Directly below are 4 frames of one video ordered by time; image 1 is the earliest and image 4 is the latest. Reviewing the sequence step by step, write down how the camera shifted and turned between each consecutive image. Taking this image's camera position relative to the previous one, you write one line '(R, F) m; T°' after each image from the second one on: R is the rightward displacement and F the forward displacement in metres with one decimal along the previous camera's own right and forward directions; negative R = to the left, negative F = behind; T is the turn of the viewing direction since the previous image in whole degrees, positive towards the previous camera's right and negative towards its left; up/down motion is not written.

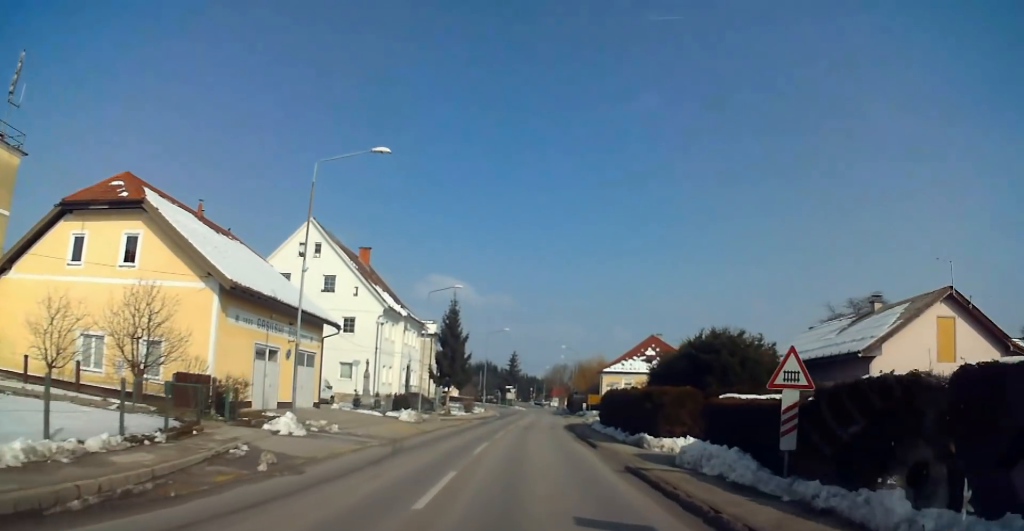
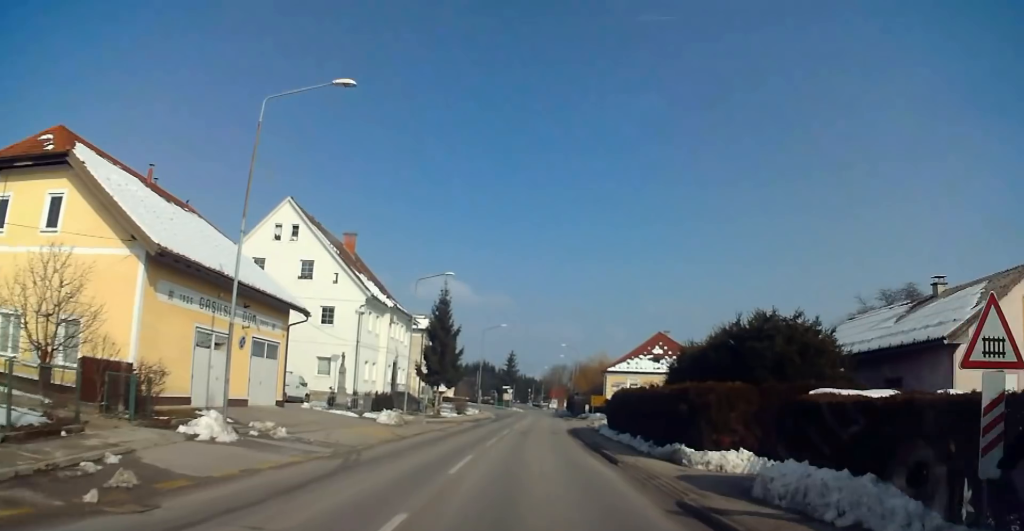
(-0.1, +5.8) m; -2°
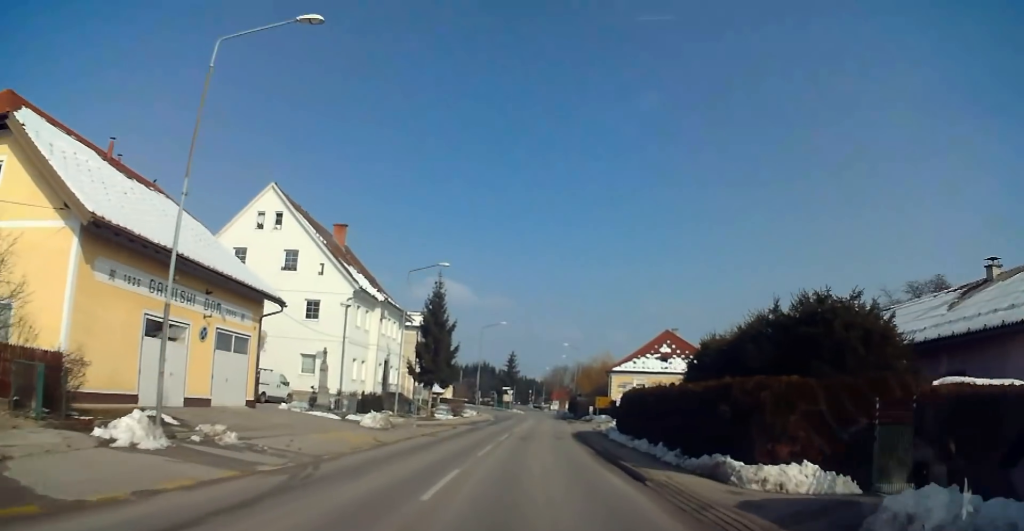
(0.0, +3.9) m; 0°
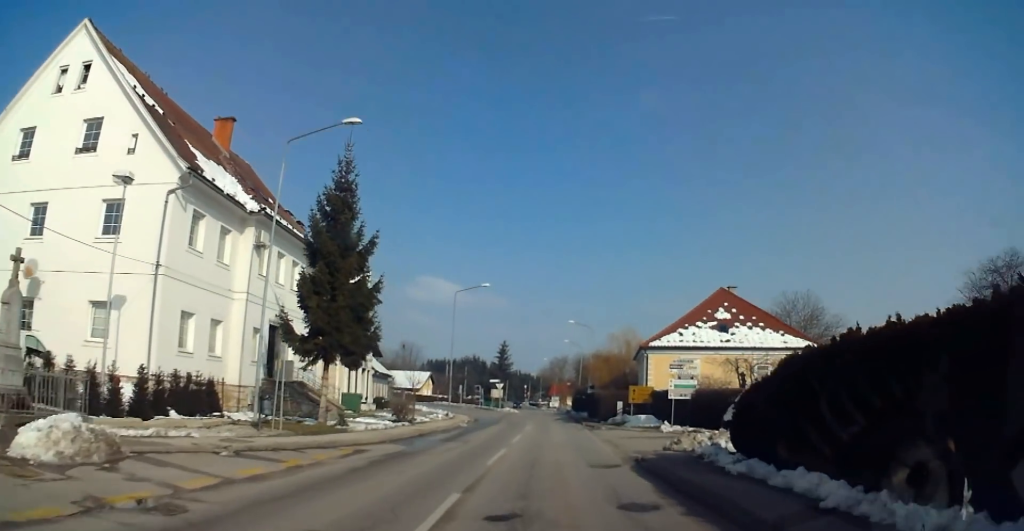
(+1.3, +23.7) m; +2°
